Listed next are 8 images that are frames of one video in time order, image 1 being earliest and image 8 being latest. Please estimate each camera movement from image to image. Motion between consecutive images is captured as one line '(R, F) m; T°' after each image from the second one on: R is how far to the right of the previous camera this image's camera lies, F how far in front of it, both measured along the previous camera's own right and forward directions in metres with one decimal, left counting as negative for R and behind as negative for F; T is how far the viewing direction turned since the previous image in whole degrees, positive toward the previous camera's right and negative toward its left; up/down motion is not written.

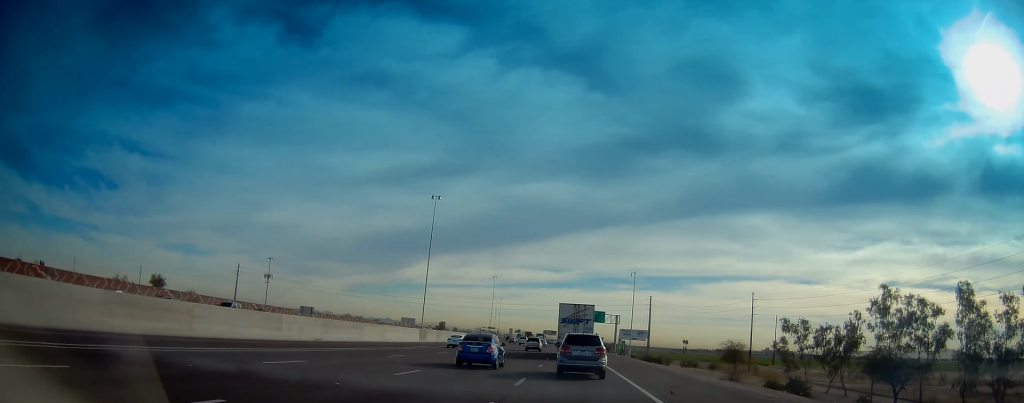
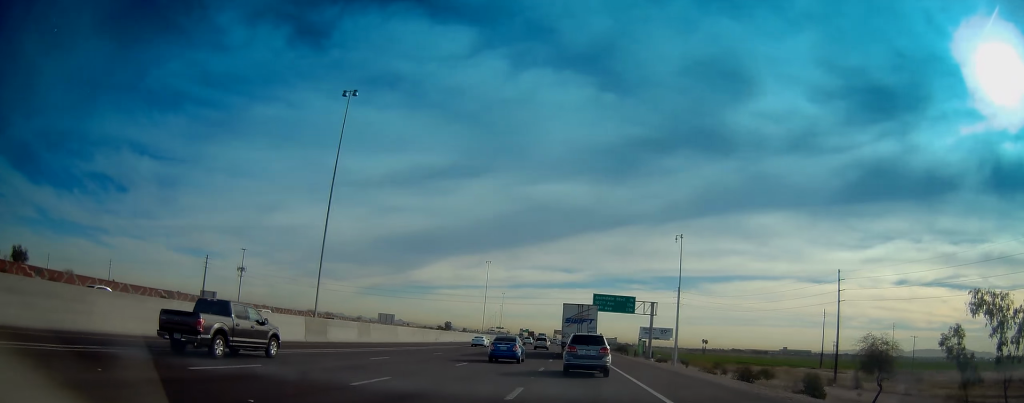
(-0.8, +40.6) m; -2°
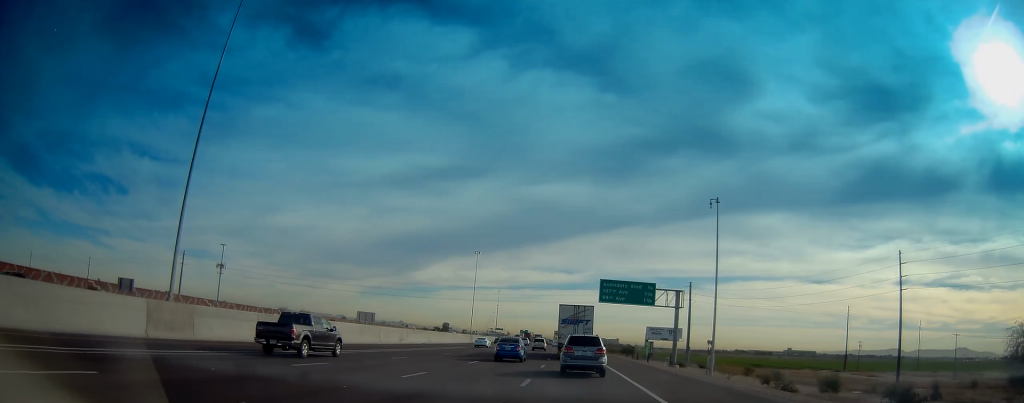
(-0.1, +20.0) m; -1°
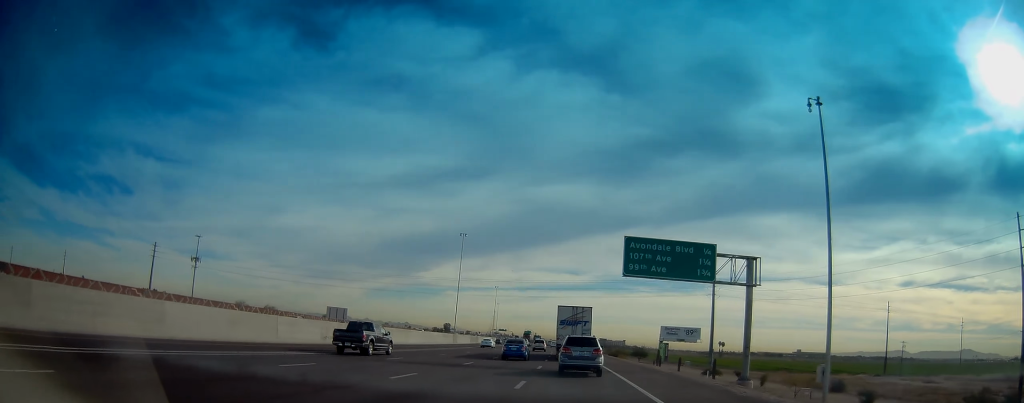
(-0.2, +25.4) m; -1°
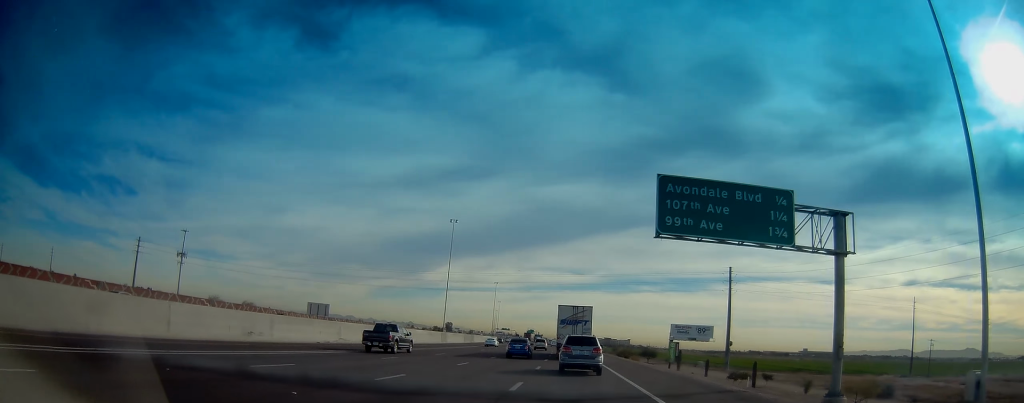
(-0.1, +13.5) m; 0°
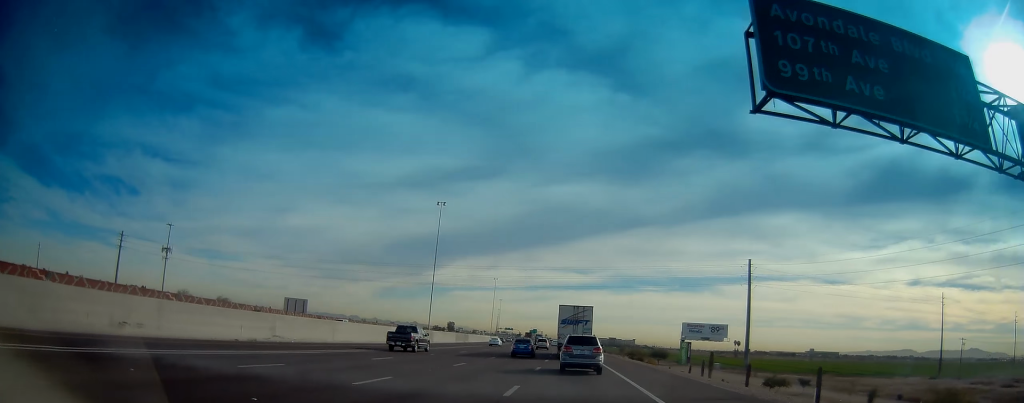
(0.0, +13.6) m; 0°
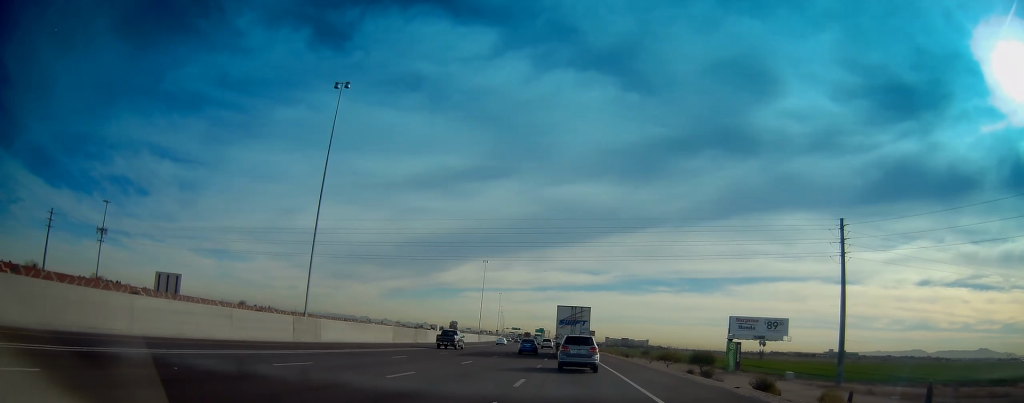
(-0.3, +46.4) m; -1°
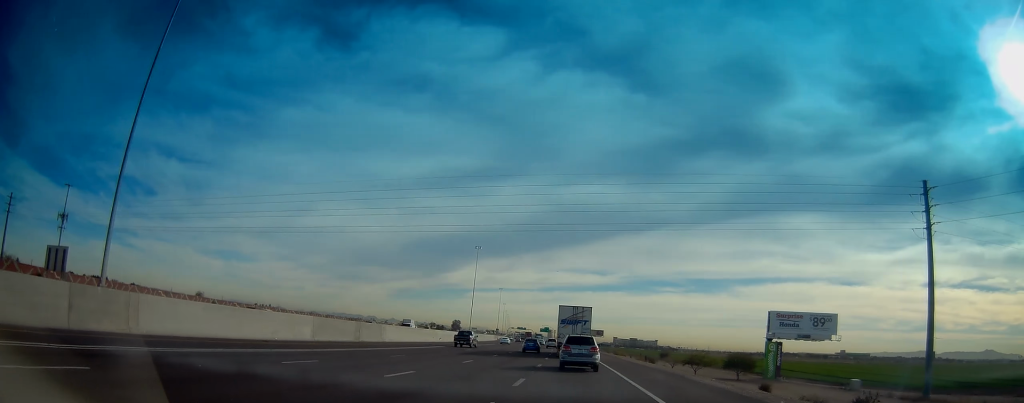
(-0.1, +24.5) m; -1°
